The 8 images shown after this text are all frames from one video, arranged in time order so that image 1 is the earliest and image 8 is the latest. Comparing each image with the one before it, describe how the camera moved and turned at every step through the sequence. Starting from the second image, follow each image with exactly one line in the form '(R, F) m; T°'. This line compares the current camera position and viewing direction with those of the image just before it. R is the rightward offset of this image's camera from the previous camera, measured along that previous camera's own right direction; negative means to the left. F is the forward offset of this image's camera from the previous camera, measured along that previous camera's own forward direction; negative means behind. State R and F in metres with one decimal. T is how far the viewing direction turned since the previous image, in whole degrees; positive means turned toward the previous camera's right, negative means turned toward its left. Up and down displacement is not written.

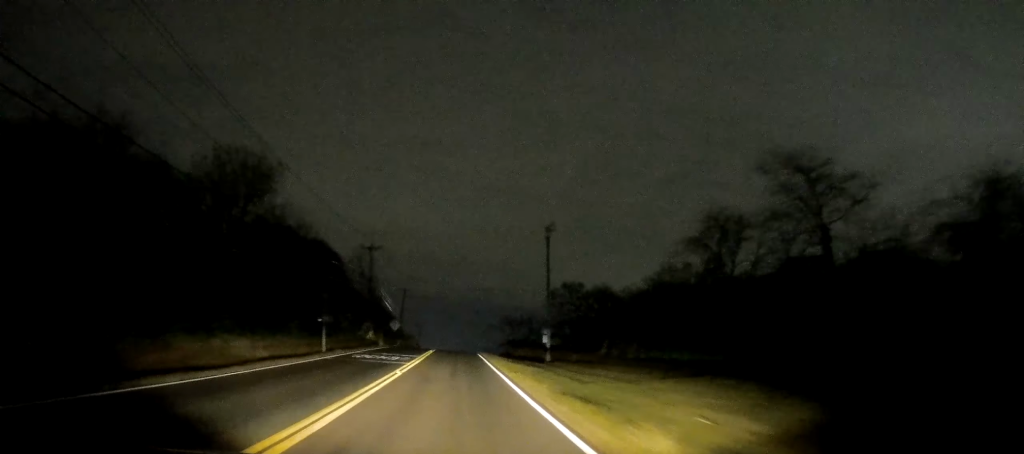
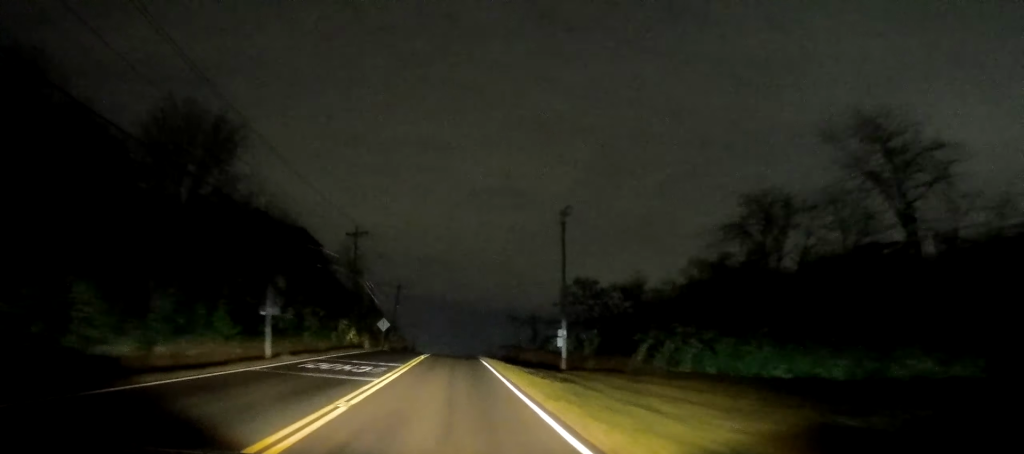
(-0.1, +9.1) m; -1°
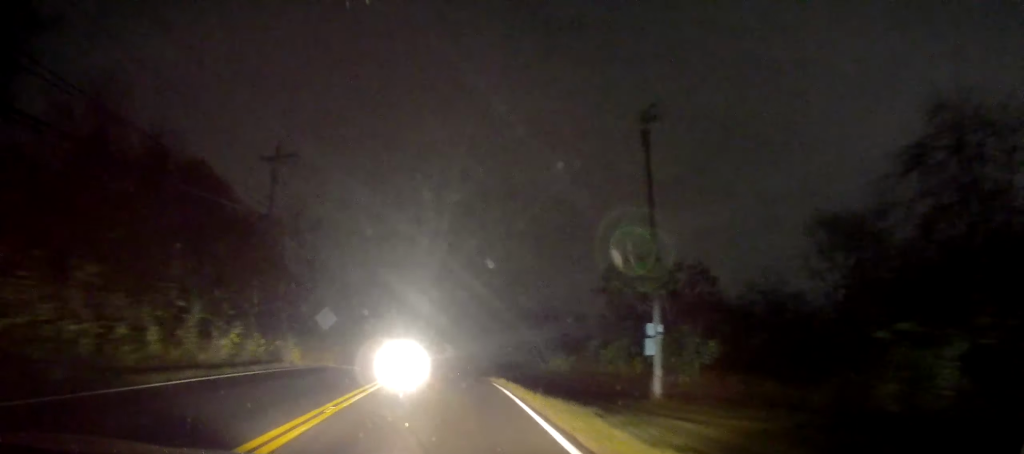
(-0.4, +23.5) m; 0°
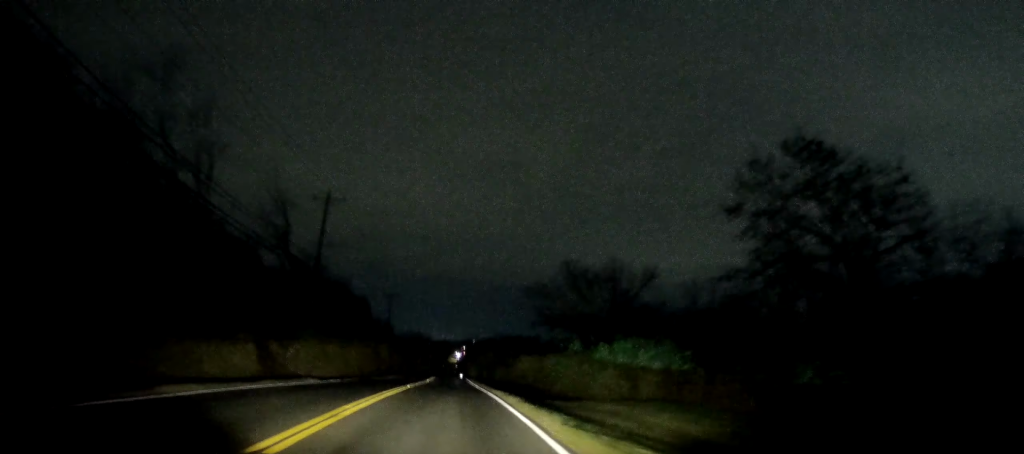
(+0.7, +25.9) m; +1°
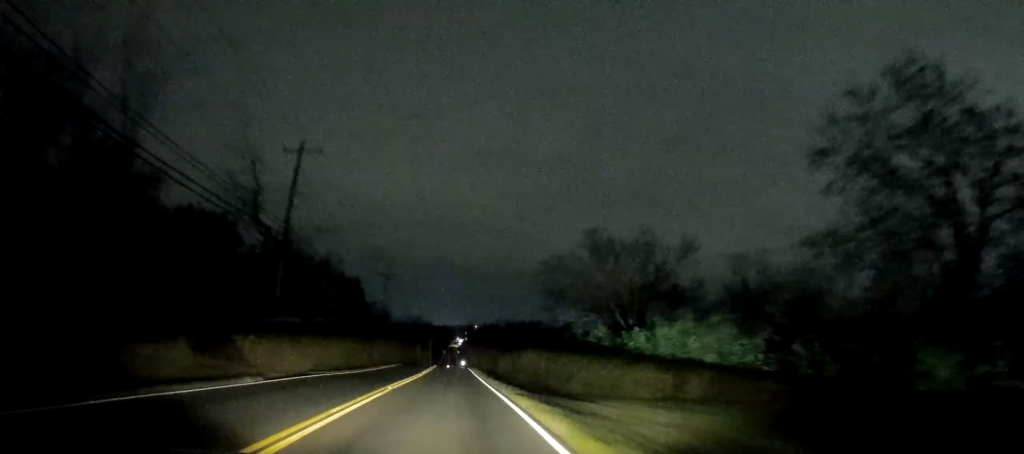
(-0.3, +7.9) m; 0°
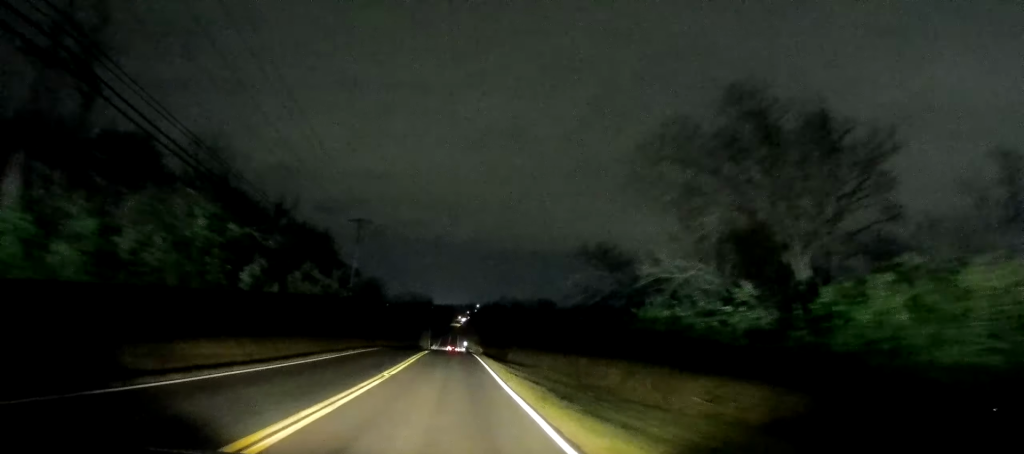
(+0.1, +20.8) m; 0°
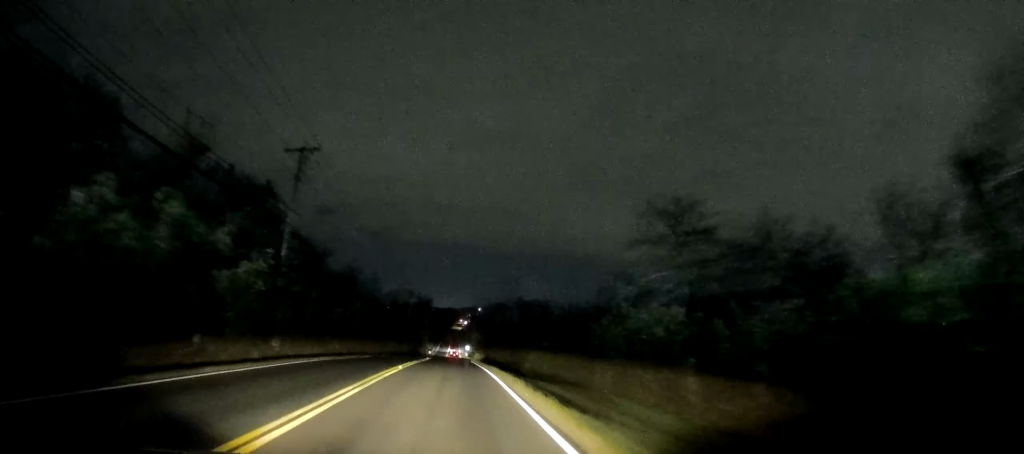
(-0.3, +19.7) m; 0°
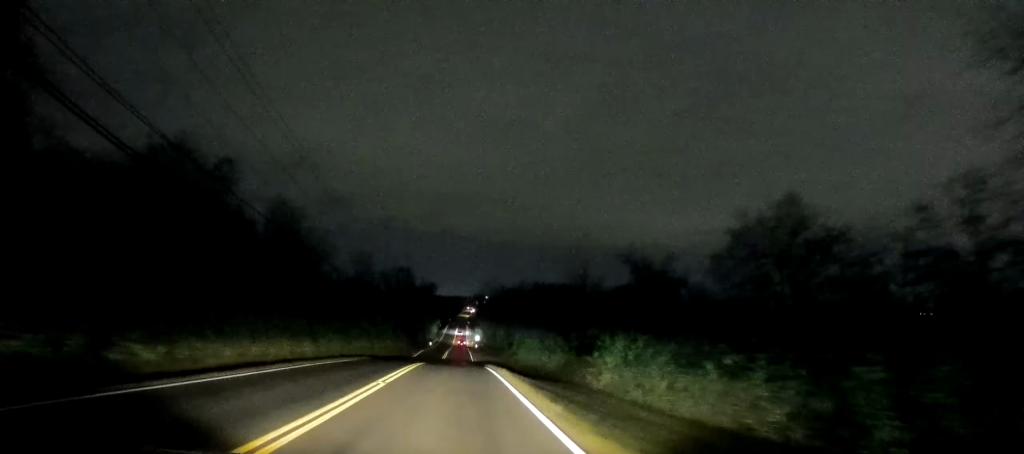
(+0.2, +30.8) m; 0°
